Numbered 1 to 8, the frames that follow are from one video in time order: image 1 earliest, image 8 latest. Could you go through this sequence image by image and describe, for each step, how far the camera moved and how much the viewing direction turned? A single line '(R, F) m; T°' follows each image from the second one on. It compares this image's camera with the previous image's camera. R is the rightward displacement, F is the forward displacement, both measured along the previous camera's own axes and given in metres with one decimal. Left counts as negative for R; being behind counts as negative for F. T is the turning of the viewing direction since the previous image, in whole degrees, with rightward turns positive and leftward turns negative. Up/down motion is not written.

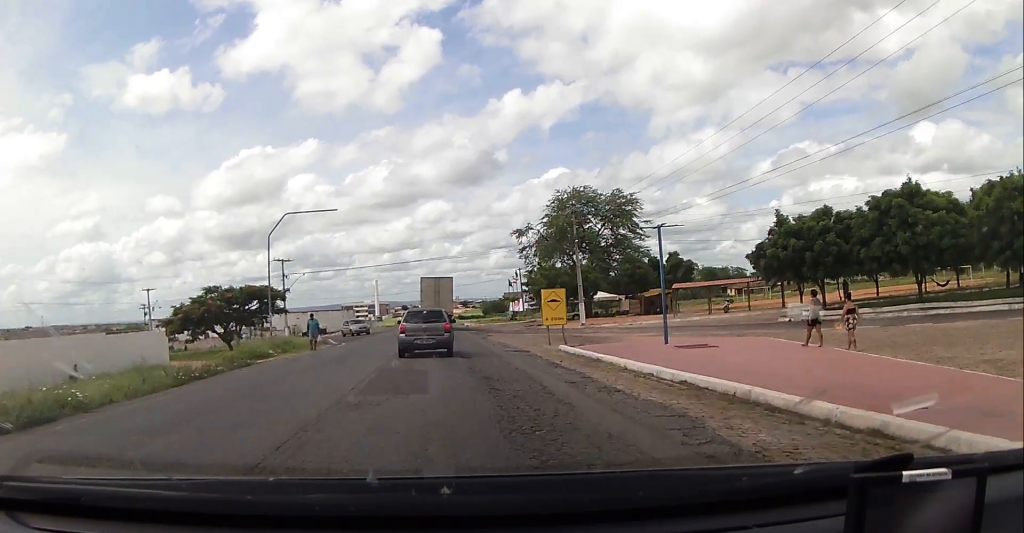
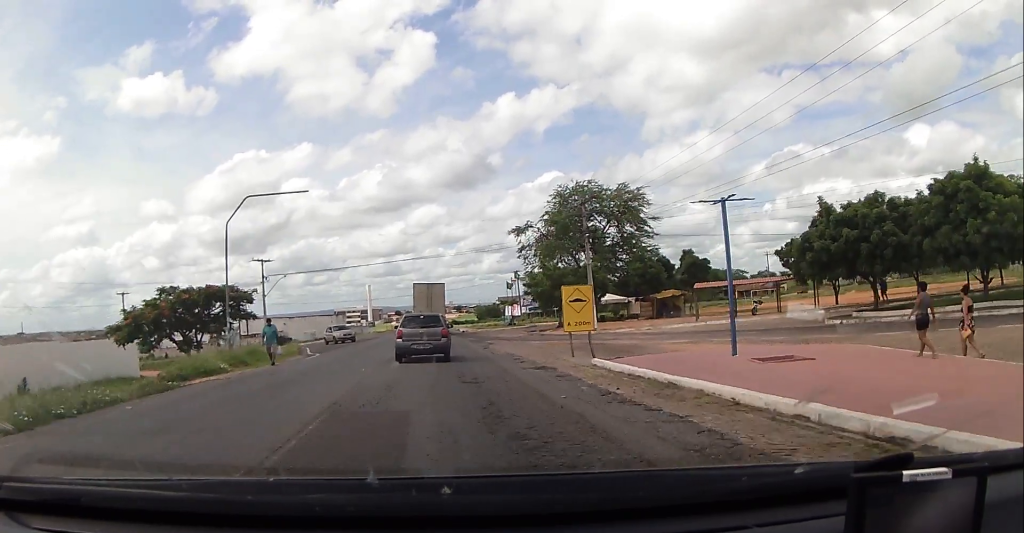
(0.0, +6.0) m; 0°
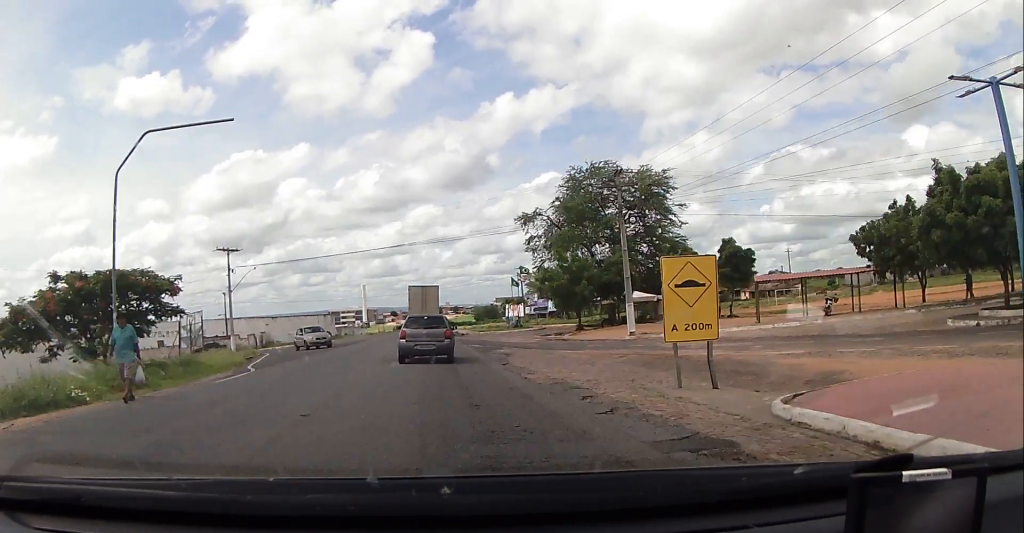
(0.0, +10.1) m; +4°
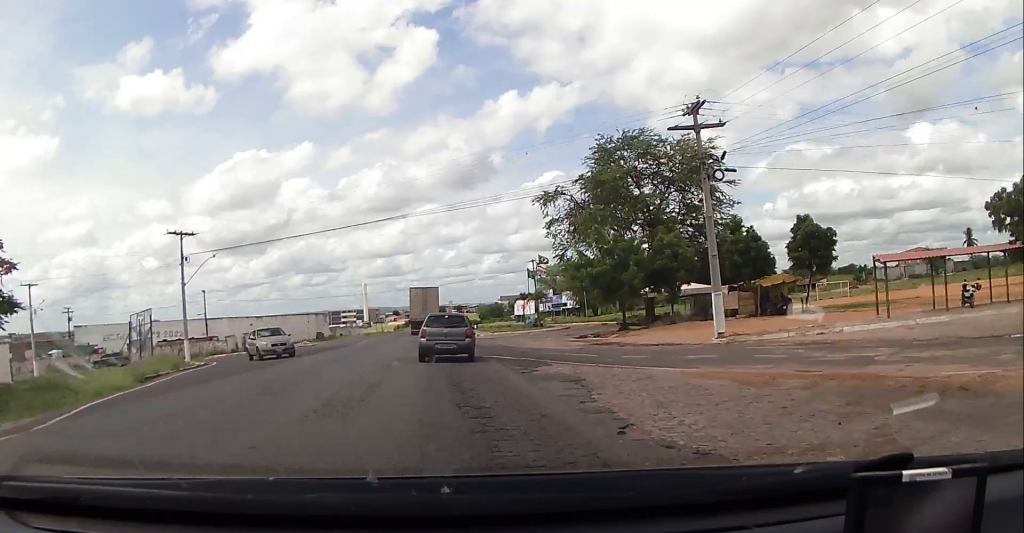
(+0.4, +11.8) m; -1°
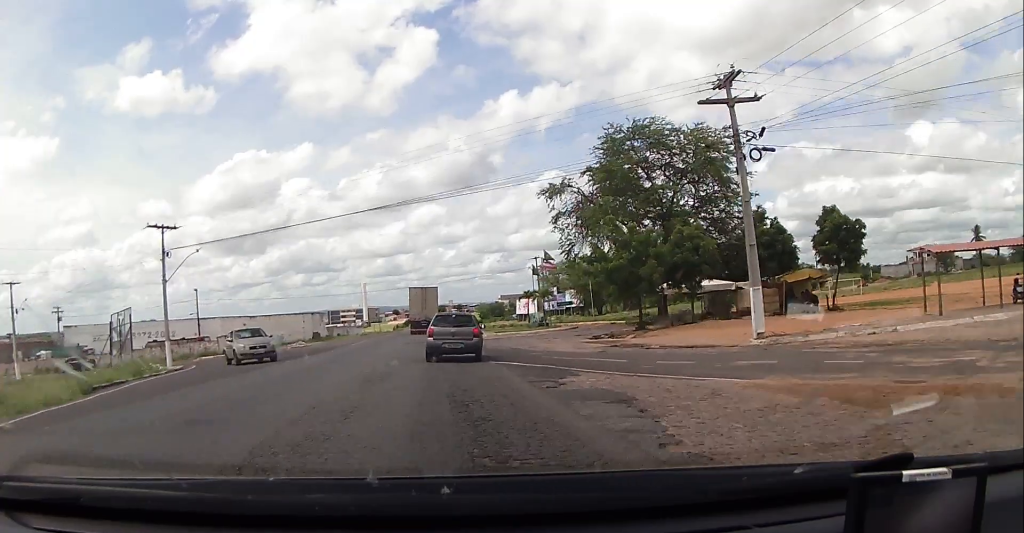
(-0.2, +3.4) m; -1°
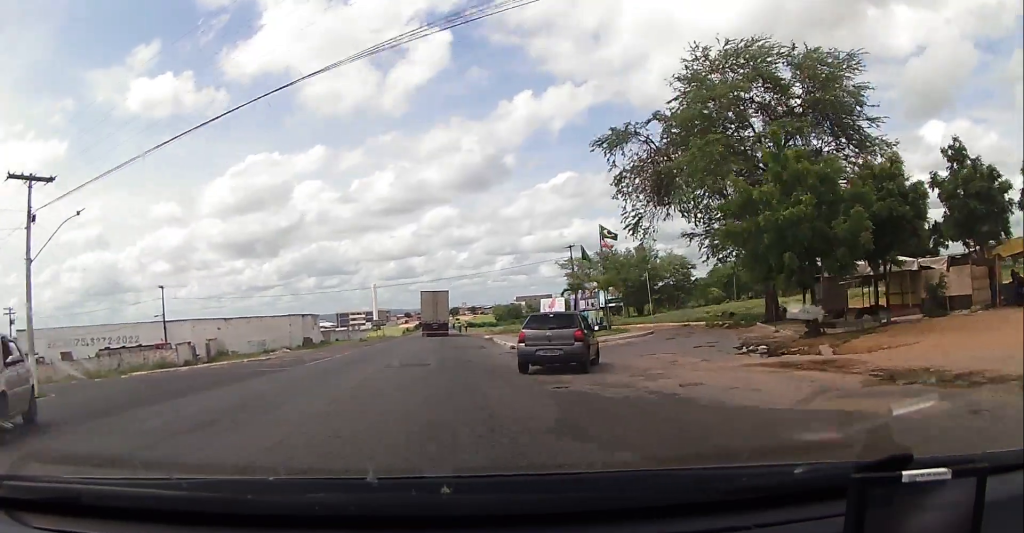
(+0.6, +16.7) m; +1°
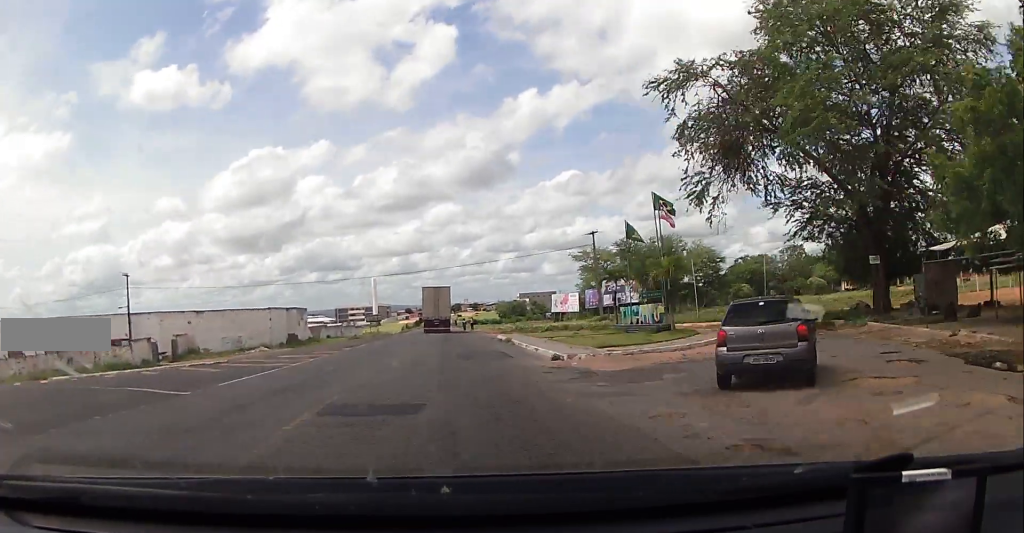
(-0.4, +9.8) m; -2°
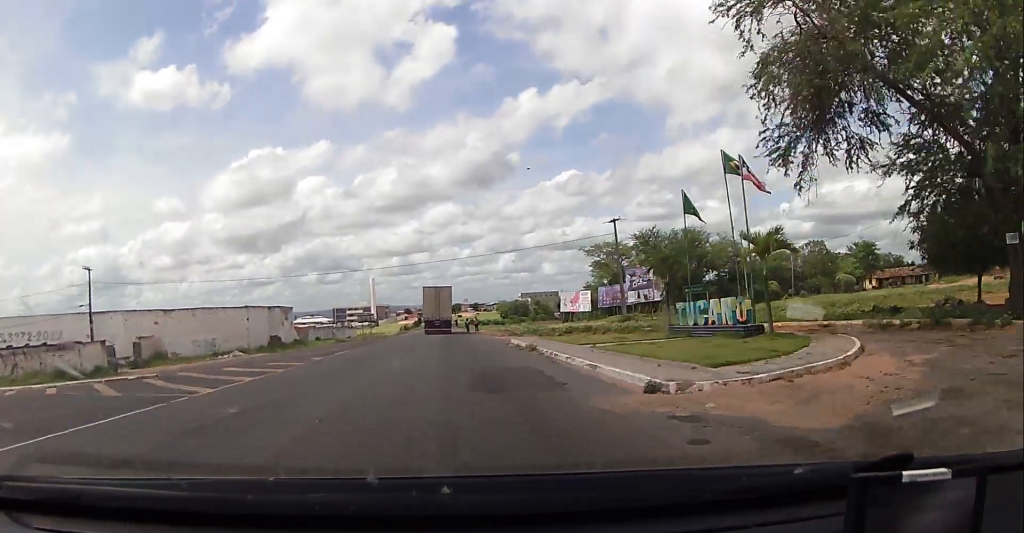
(-0.2, +8.3) m; 0°
